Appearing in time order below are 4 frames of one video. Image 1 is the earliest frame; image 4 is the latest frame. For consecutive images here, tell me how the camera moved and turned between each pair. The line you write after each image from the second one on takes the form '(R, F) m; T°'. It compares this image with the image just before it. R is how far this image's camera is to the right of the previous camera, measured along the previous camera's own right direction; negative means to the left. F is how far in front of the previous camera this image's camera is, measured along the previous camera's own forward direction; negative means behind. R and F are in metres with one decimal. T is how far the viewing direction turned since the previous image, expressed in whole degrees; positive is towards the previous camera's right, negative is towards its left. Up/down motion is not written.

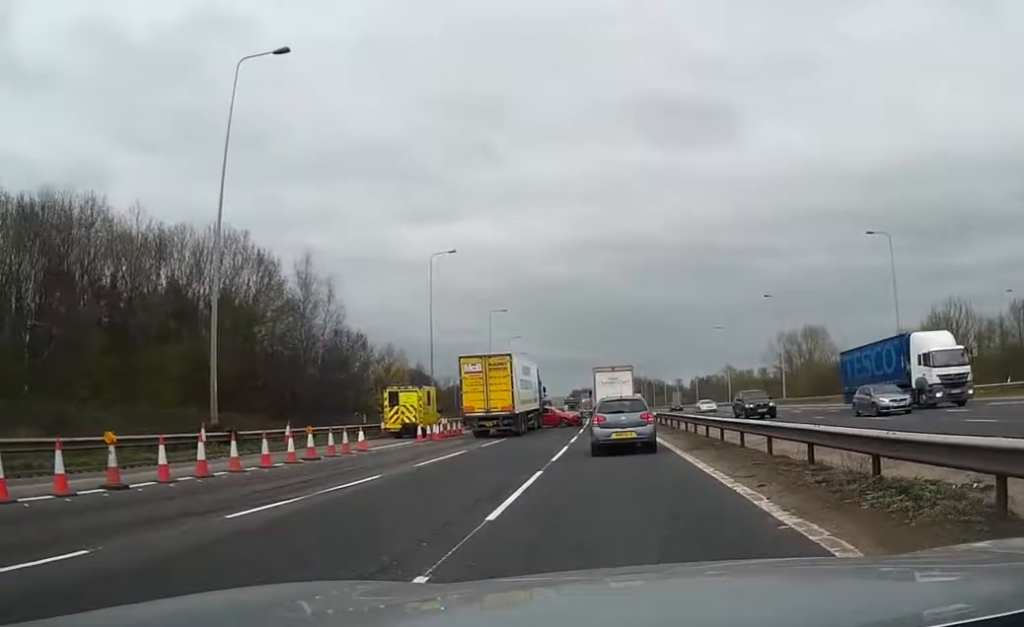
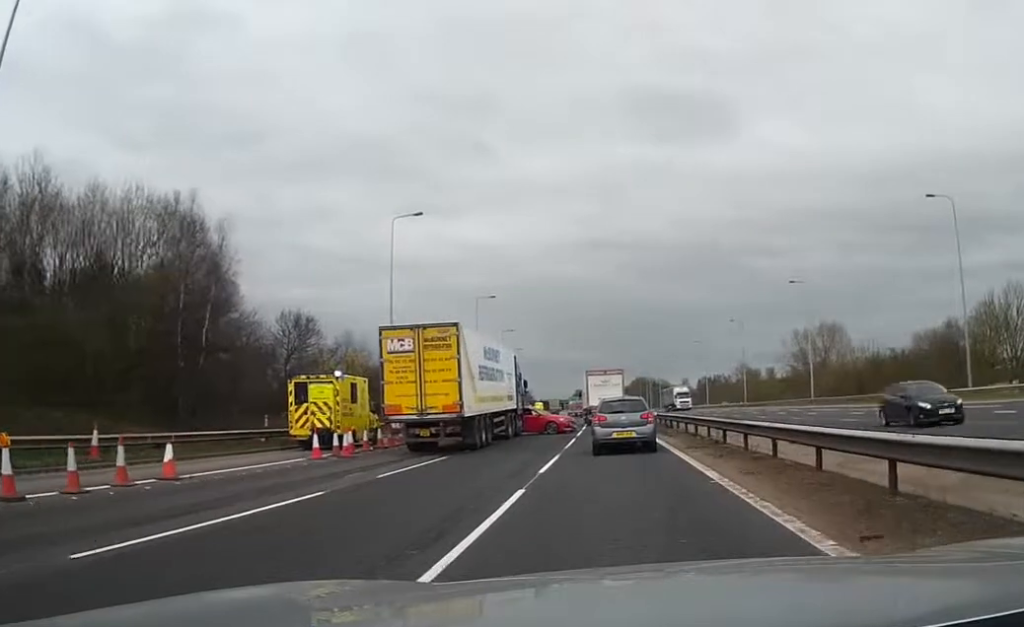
(0.0, +14.6) m; +1°
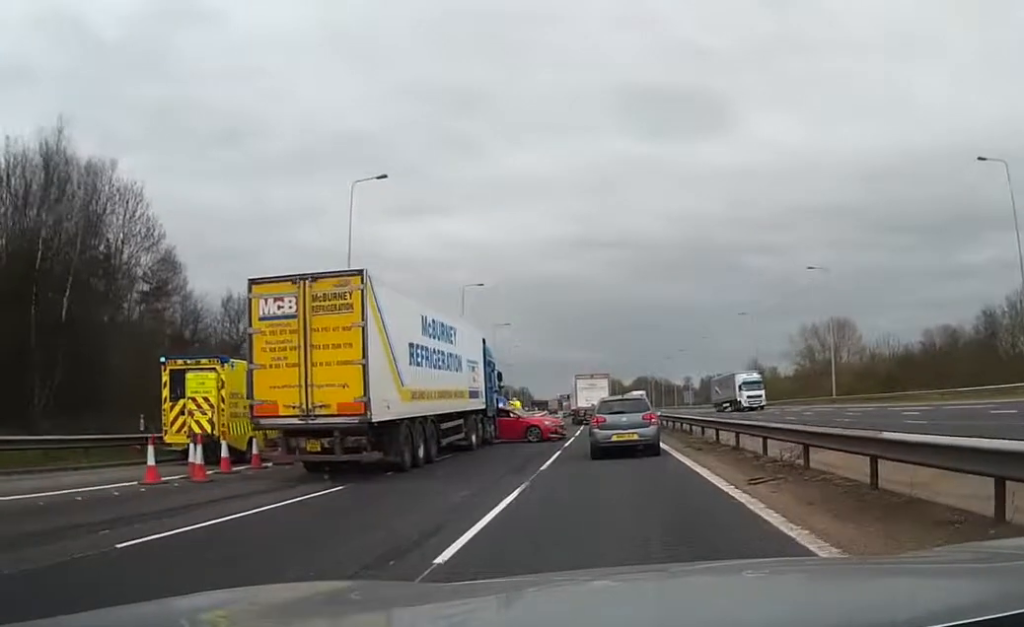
(+0.1, +9.2) m; -1°
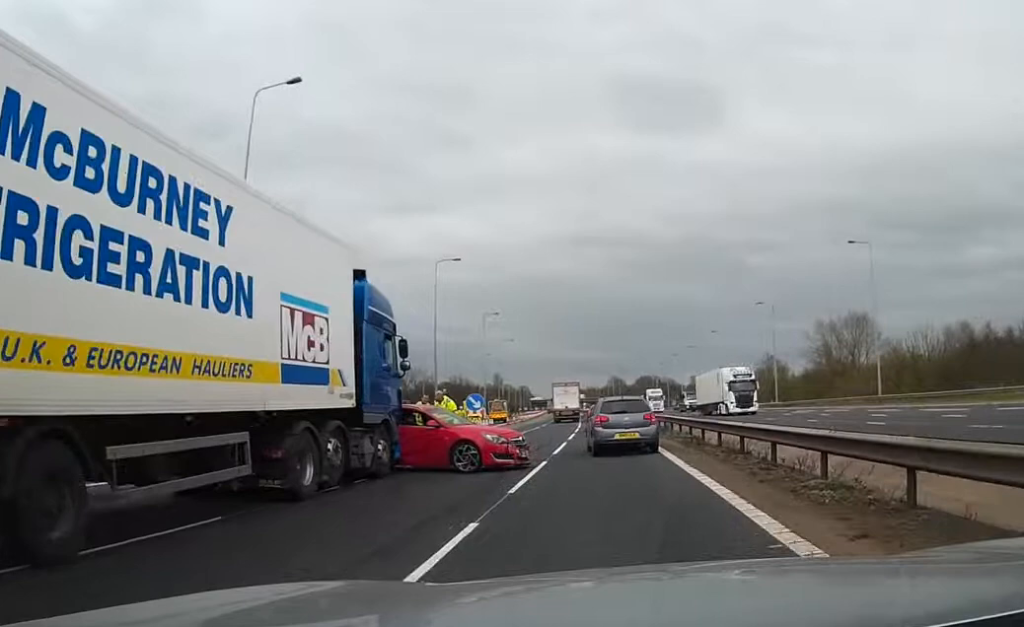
(+0.2, +15.6) m; 0°
